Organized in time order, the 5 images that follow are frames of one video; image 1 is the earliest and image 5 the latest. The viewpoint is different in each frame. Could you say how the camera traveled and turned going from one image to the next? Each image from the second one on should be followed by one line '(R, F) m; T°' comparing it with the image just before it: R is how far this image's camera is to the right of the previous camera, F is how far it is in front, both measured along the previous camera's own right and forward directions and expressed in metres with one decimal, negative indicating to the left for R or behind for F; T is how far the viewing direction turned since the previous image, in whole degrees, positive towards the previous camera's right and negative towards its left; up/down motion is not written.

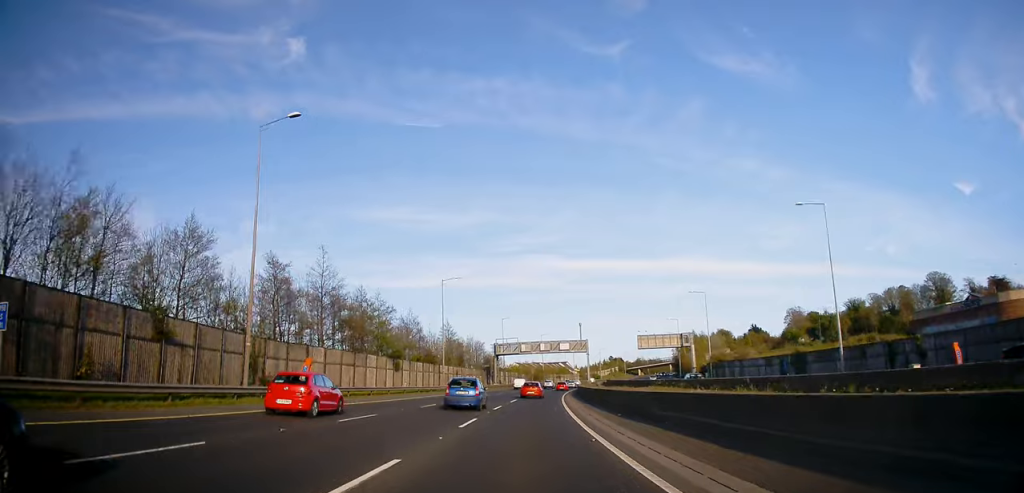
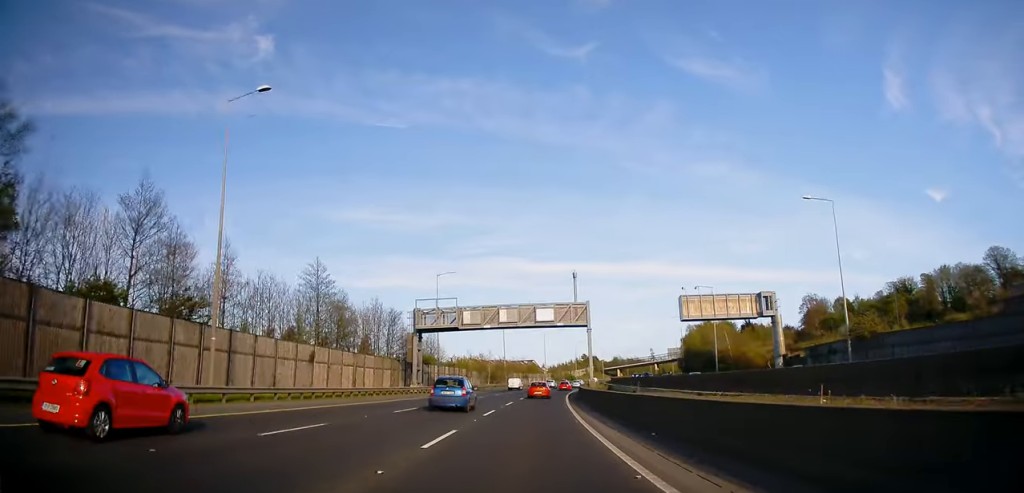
(+1.9, +52.1) m; +3°
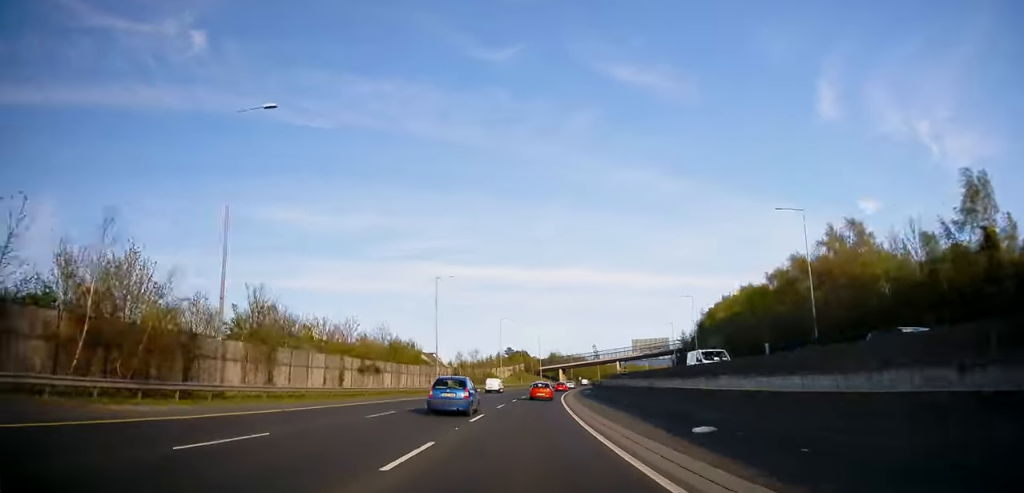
(+7.1, +94.7) m; +8°
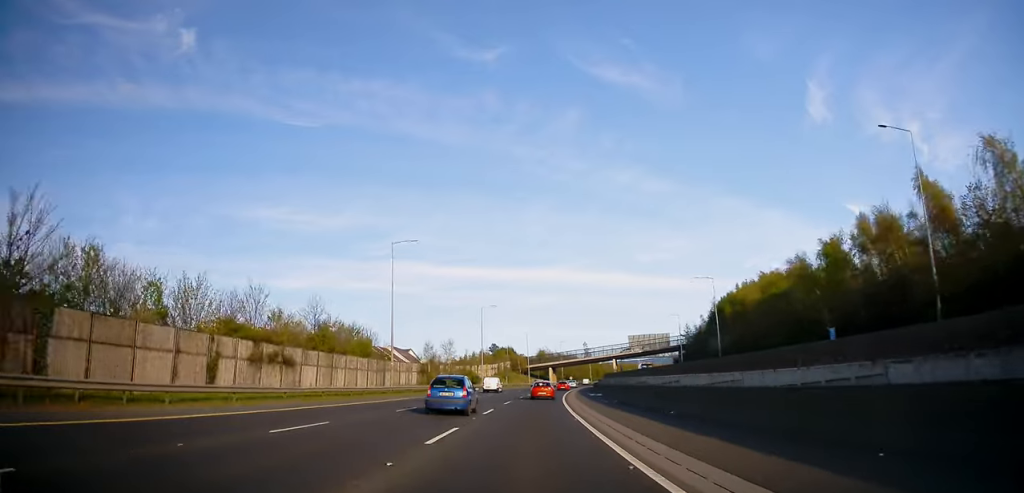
(-0.3, +19.3) m; +1°
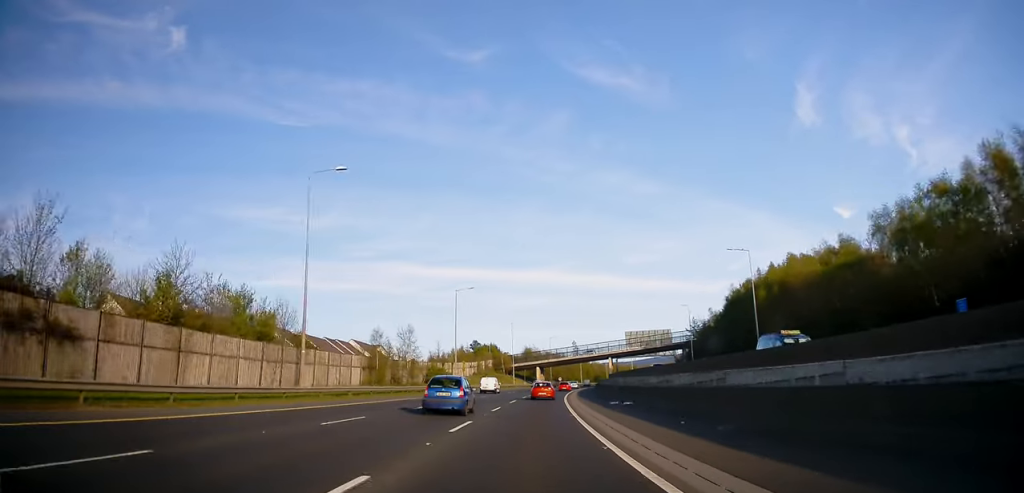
(+0.5, +20.4) m; +2°
